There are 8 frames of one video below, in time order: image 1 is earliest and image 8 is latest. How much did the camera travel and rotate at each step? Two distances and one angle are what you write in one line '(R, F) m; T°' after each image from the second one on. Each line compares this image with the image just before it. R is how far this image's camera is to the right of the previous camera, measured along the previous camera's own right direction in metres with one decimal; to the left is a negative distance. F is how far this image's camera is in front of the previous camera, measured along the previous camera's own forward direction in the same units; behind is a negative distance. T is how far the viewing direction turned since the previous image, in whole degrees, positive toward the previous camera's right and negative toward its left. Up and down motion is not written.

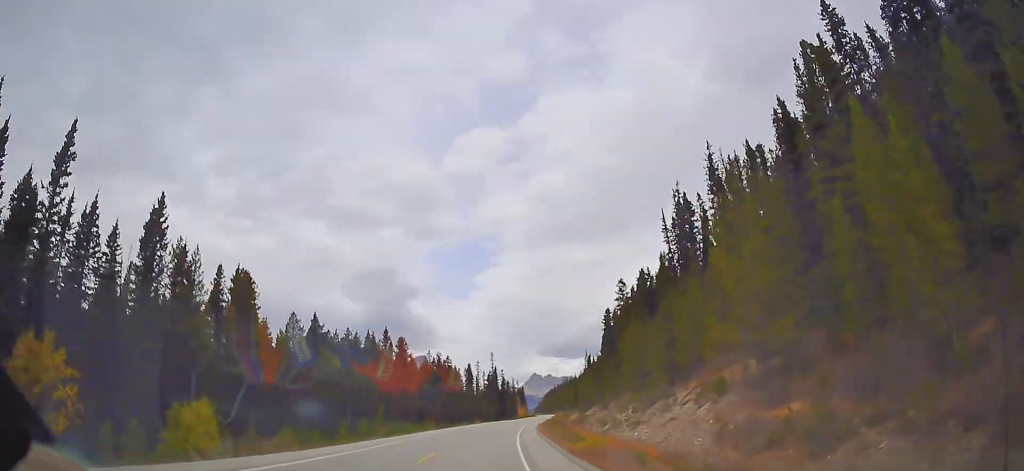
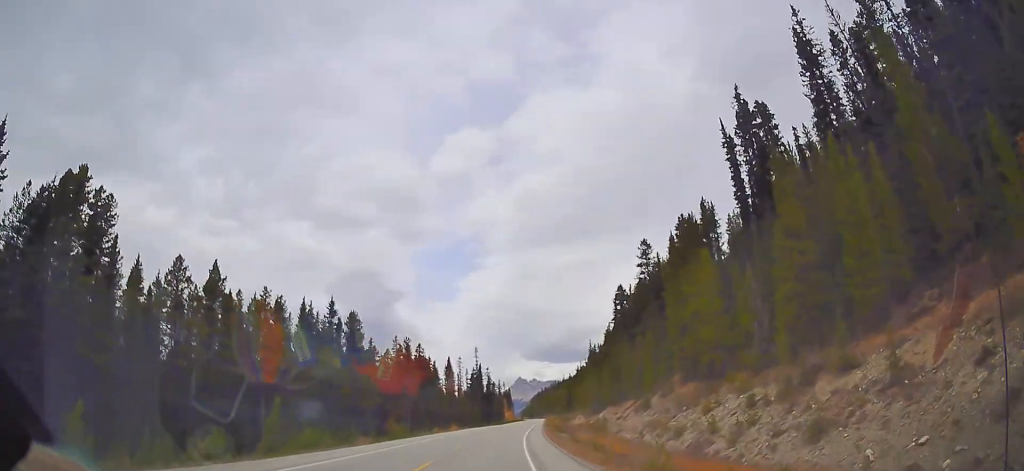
(0.0, +28.7) m; +1°
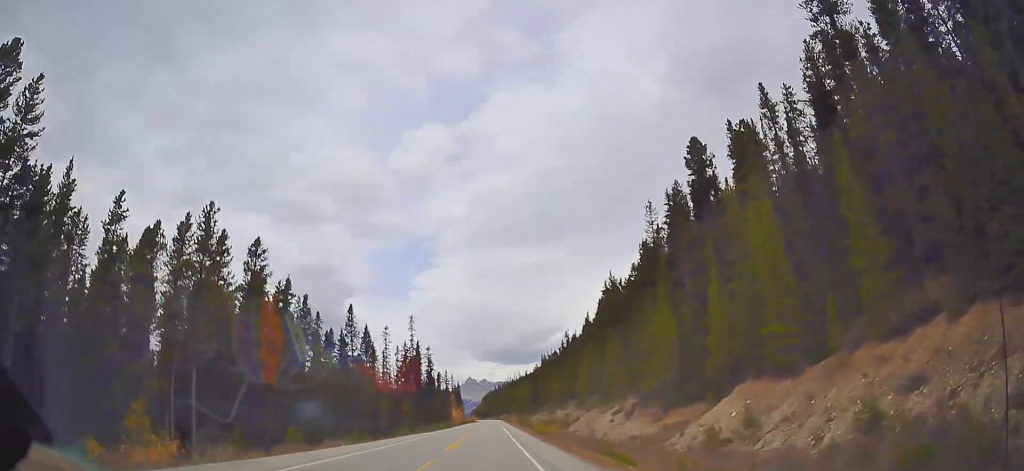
(+3.4, +64.9) m; +6°
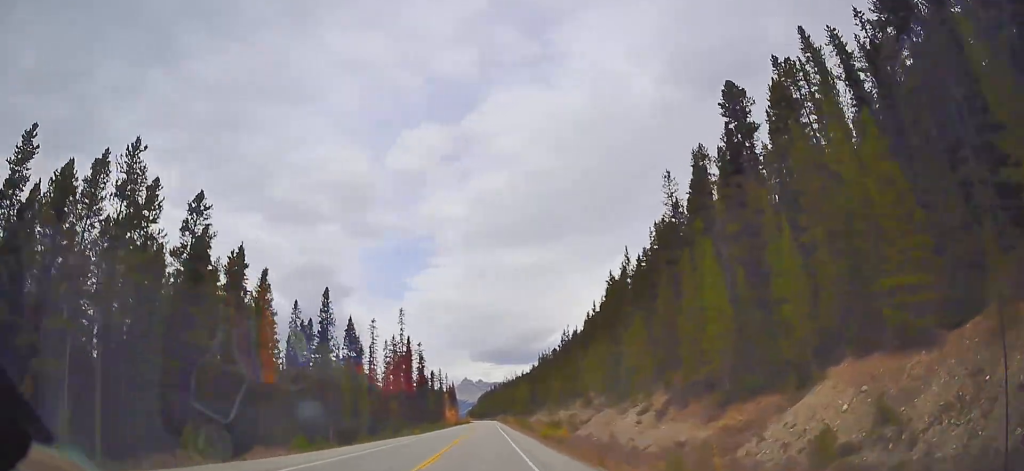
(0.0, +10.6) m; 0°
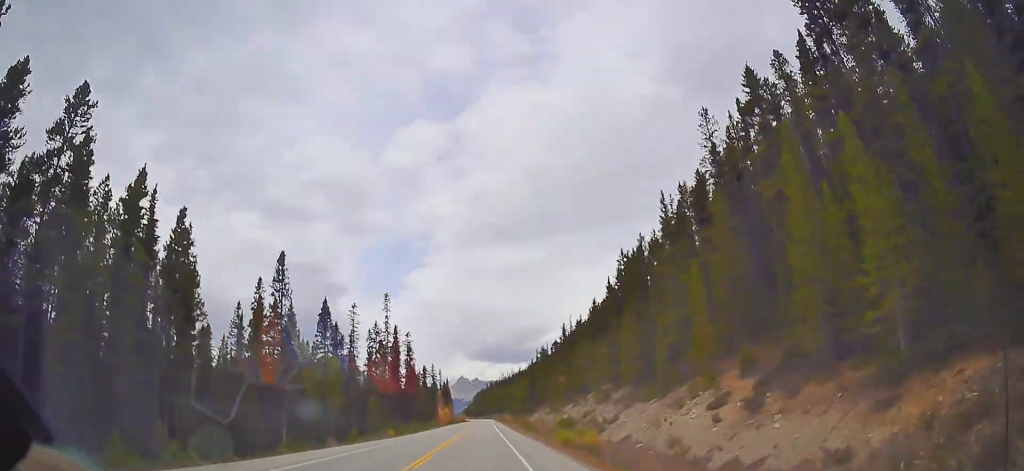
(+0.1, +15.4) m; -1°
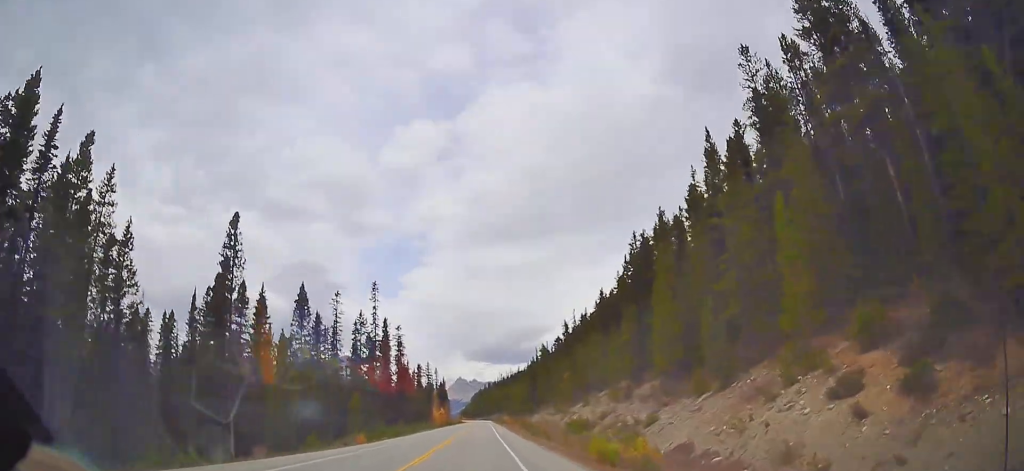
(-0.2, +11.3) m; 0°
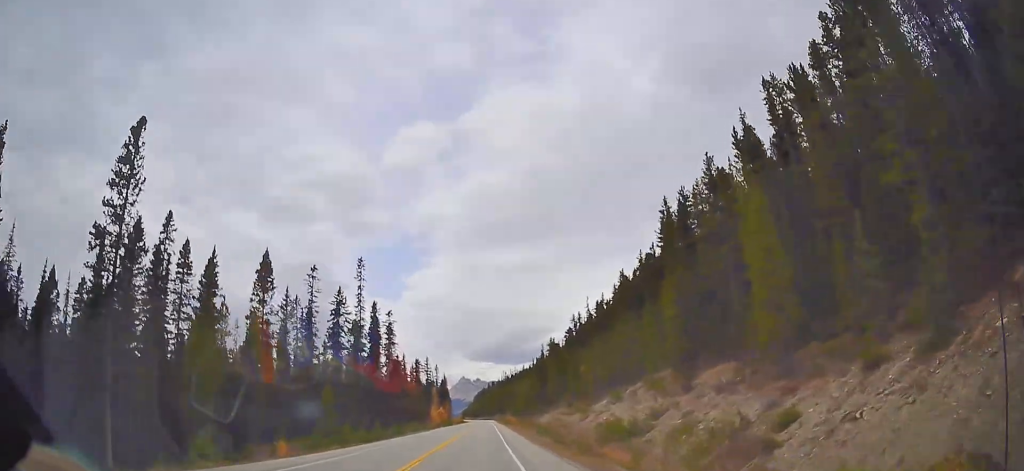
(-0.2, +16.1) m; 0°
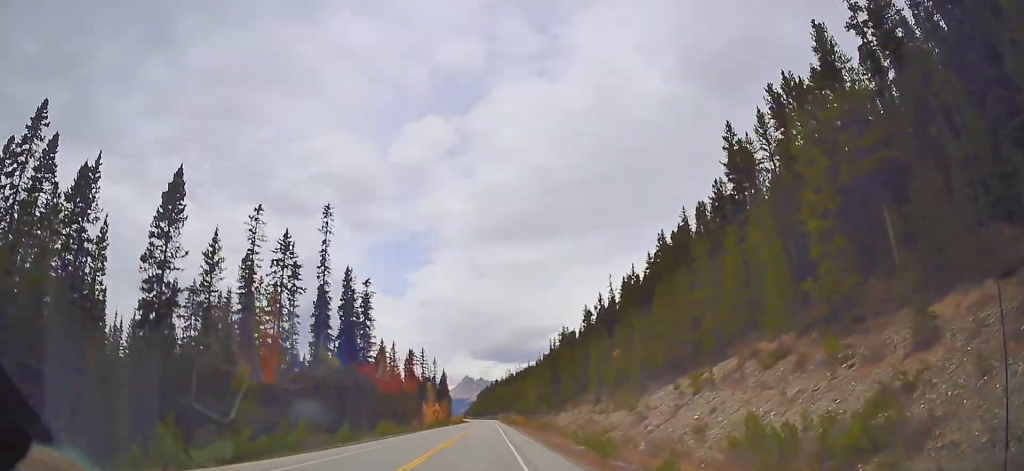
(+0.5, +24.8) m; +1°
